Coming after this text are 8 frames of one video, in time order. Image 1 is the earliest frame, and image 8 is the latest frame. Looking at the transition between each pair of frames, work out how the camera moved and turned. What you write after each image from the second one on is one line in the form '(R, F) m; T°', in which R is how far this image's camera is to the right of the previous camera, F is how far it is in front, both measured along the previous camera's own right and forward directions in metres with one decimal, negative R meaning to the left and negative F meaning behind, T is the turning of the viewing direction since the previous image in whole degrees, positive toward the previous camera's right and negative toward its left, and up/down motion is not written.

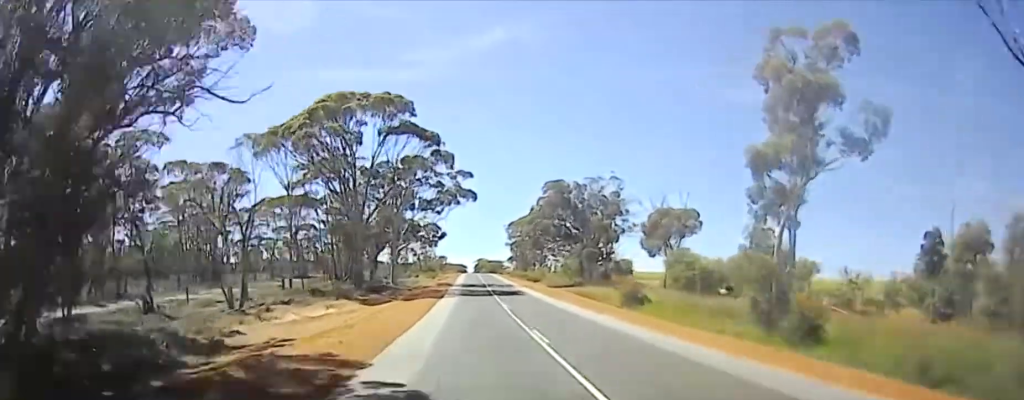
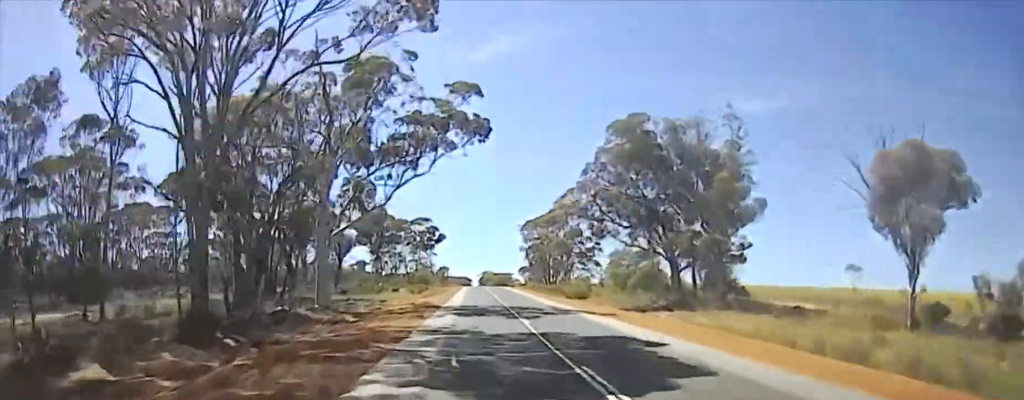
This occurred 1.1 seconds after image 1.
(+0.8, +30.7) m; +3°
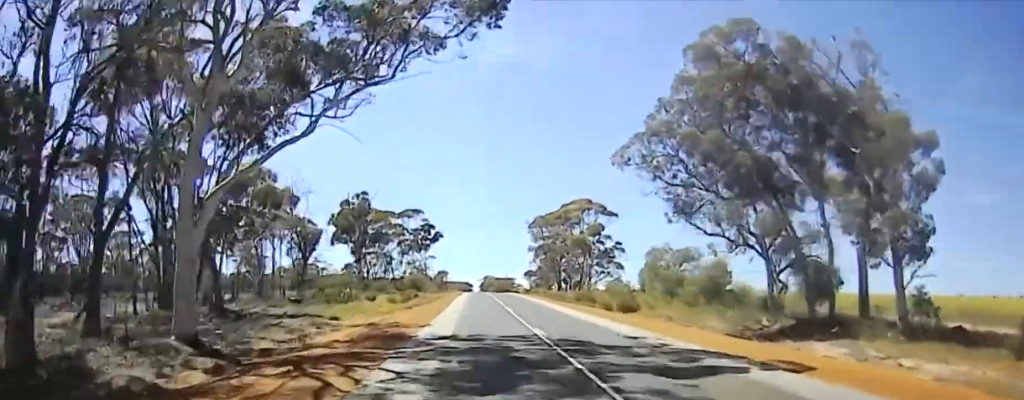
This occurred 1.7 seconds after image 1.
(+0.1, +14.0) m; 0°
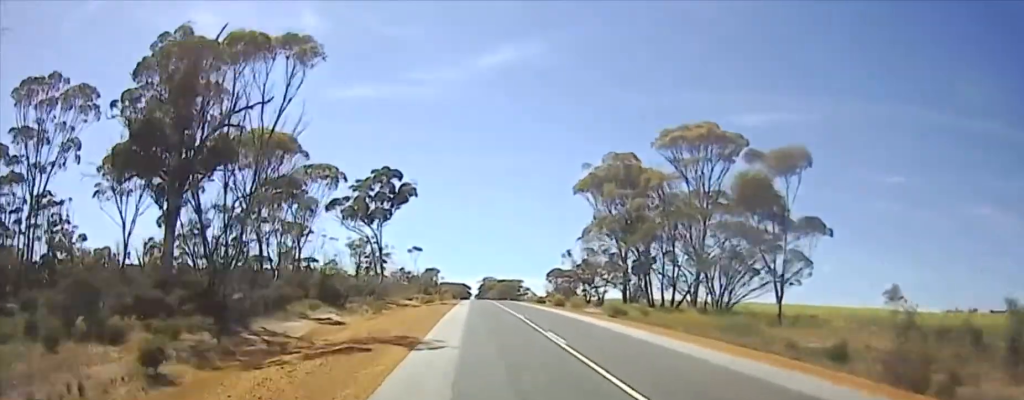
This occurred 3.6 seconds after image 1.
(0.0, +41.5) m; 0°
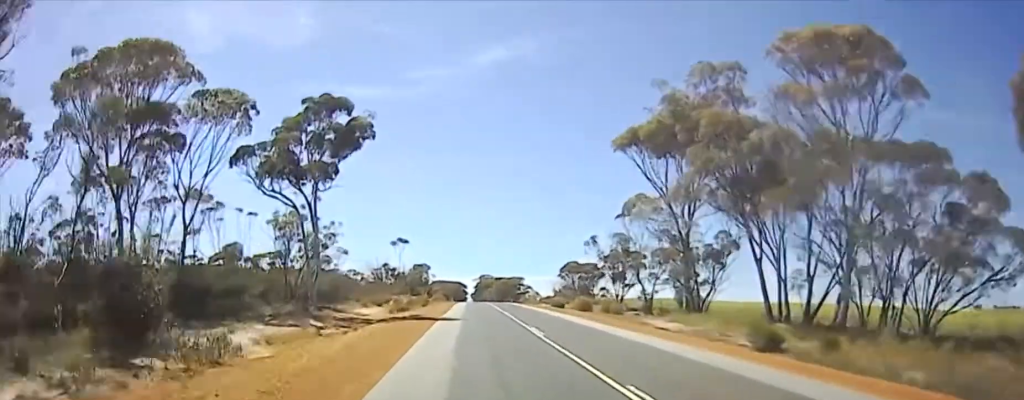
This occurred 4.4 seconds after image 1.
(0.0, +16.1) m; 0°
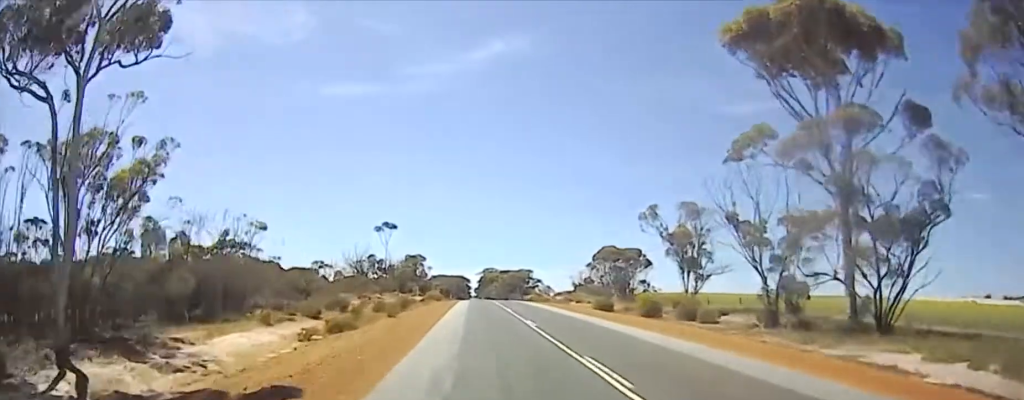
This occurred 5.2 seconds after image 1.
(0.0, +16.2) m; 0°
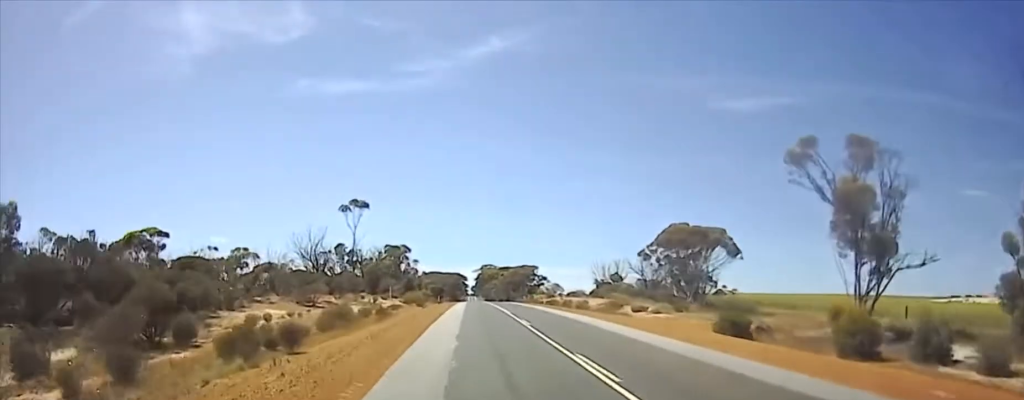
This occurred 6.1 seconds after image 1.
(0.0, +19.9) m; 0°
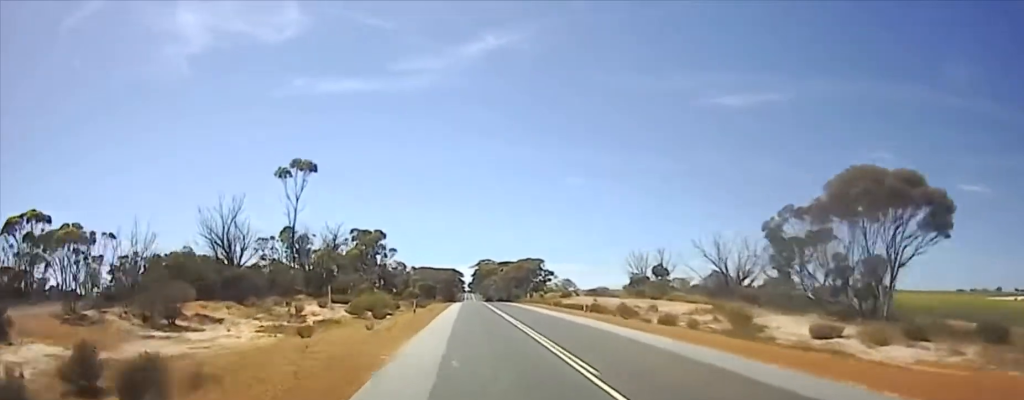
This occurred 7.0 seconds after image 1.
(0.0, +20.2) m; -2°
